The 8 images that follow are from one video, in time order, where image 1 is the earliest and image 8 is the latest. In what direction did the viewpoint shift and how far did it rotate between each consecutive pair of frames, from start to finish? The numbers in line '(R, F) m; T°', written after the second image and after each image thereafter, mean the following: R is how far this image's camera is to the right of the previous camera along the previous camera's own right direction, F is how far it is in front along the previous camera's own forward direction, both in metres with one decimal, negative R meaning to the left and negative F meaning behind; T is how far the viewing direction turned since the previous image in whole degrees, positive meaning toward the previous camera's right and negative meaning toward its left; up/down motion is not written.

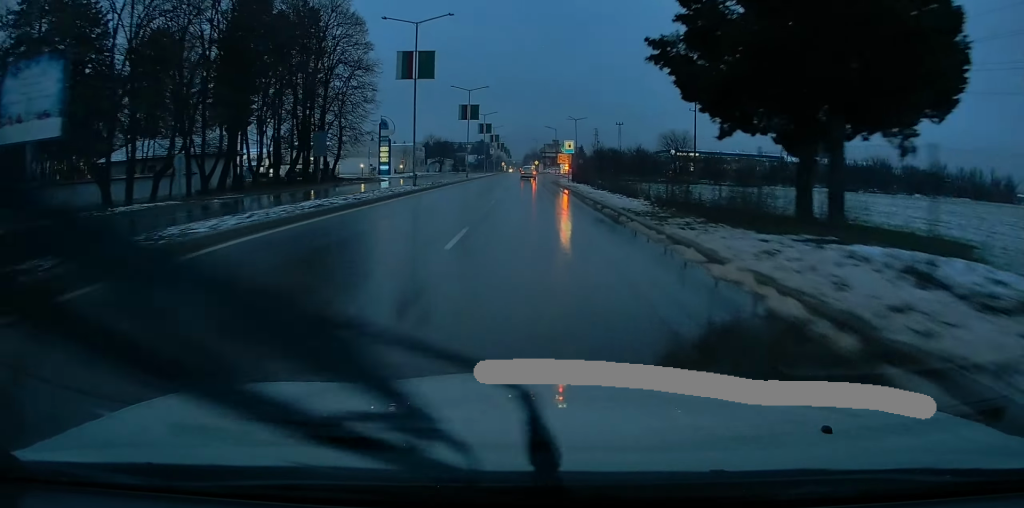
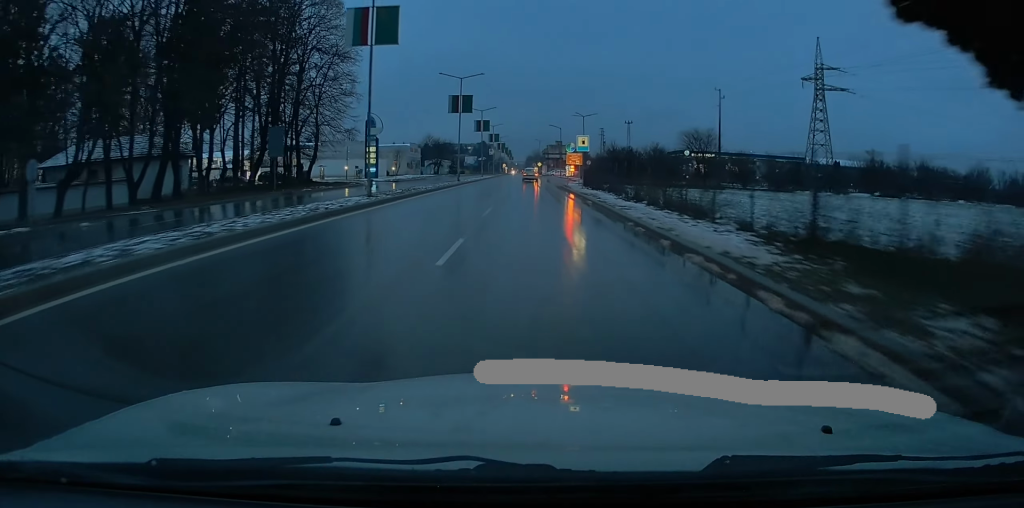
(+0.1, +9.8) m; 0°
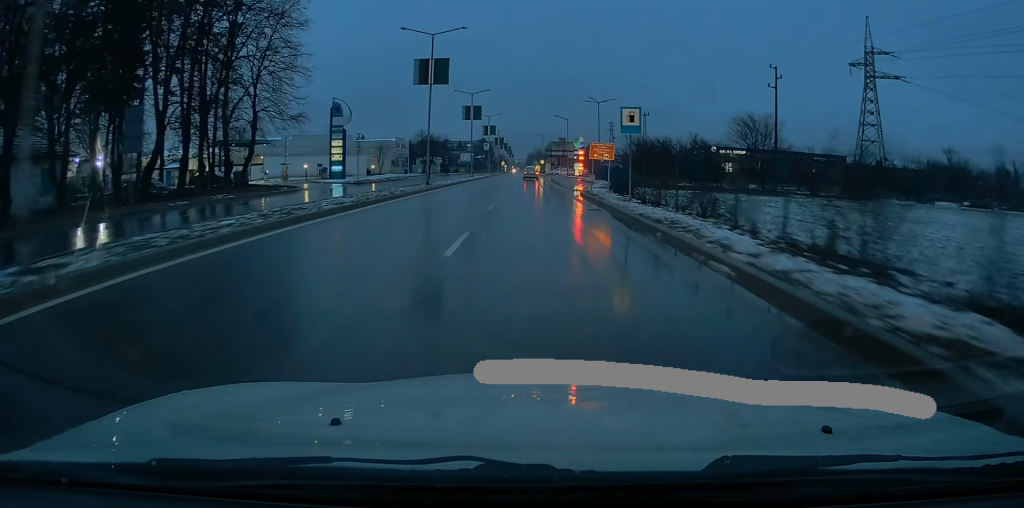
(-0.2, +16.7) m; -1°
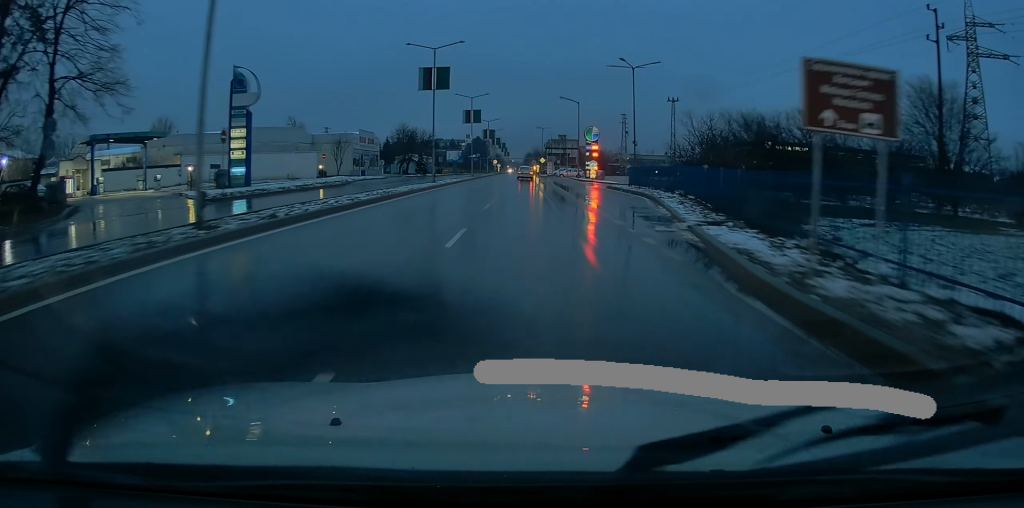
(+0.2, +24.9) m; 0°
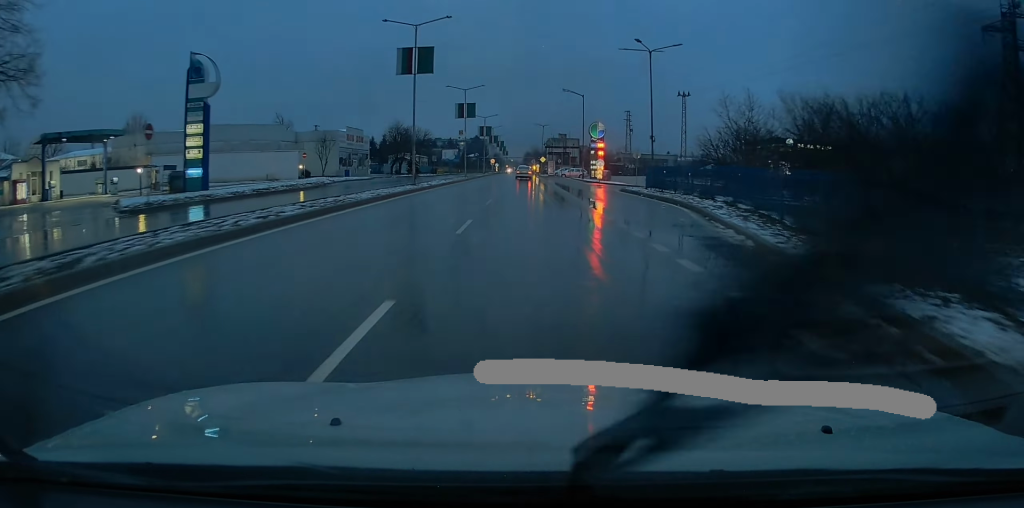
(-0.2, +6.8) m; -1°
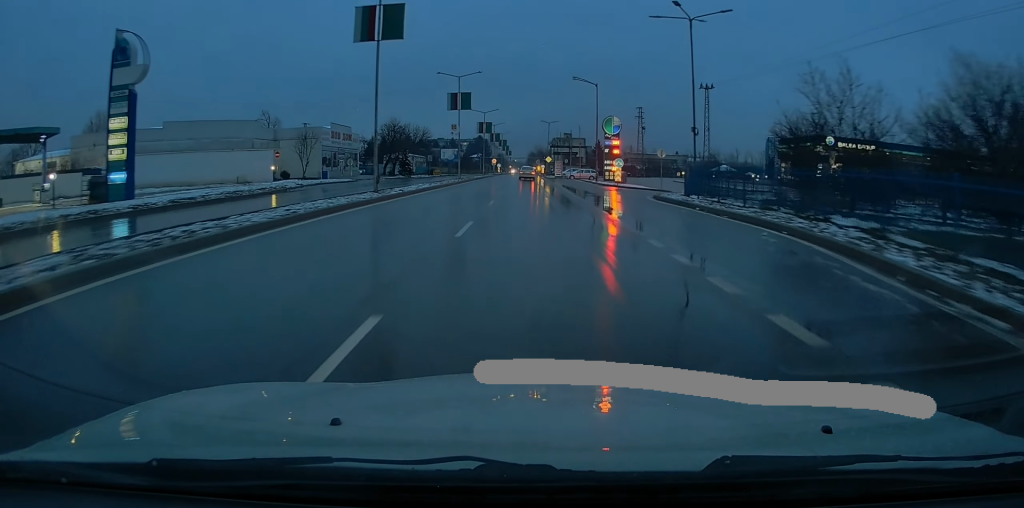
(+0.1, +9.2) m; +2°
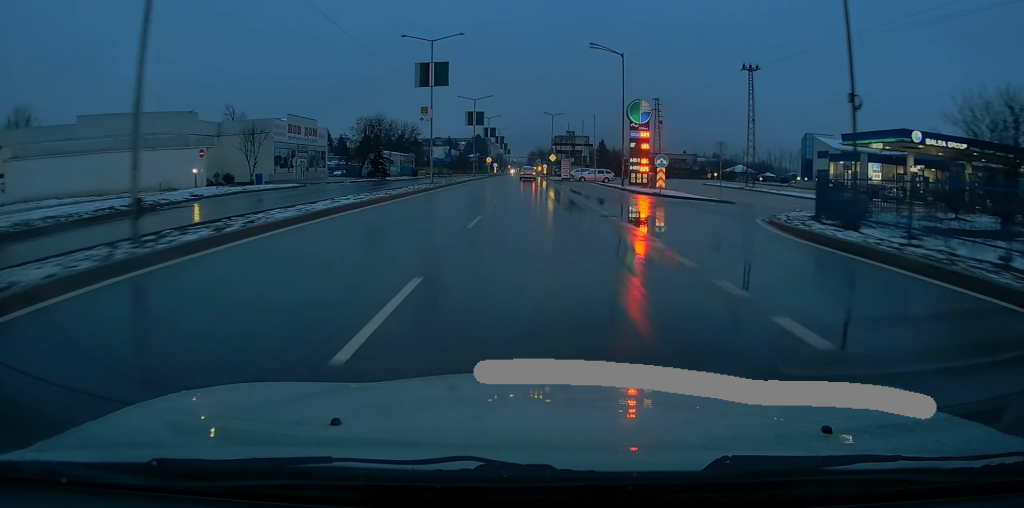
(+0.4, +15.6) m; 0°
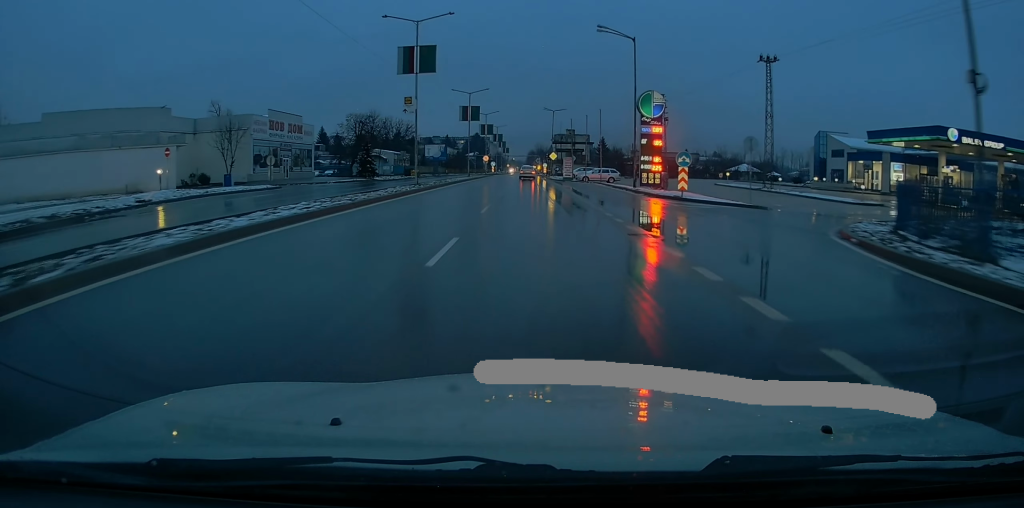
(-0.2, +5.0) m; -1°
